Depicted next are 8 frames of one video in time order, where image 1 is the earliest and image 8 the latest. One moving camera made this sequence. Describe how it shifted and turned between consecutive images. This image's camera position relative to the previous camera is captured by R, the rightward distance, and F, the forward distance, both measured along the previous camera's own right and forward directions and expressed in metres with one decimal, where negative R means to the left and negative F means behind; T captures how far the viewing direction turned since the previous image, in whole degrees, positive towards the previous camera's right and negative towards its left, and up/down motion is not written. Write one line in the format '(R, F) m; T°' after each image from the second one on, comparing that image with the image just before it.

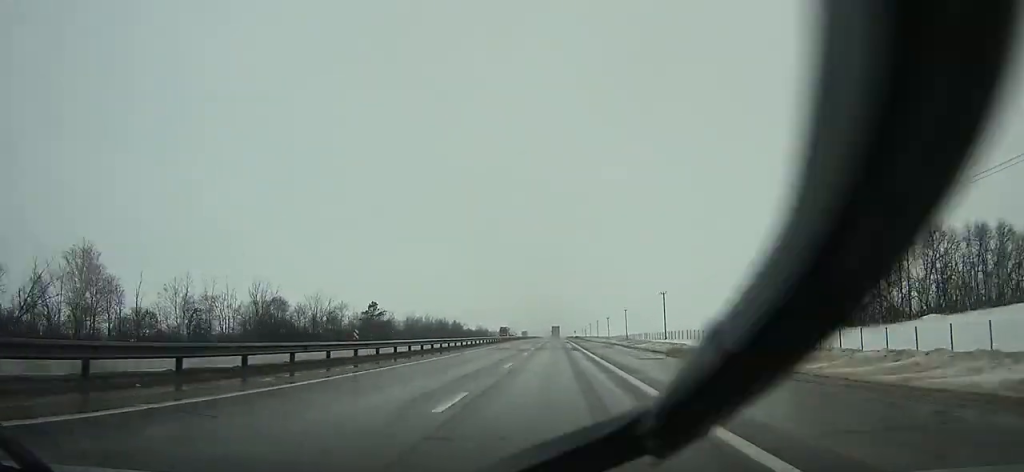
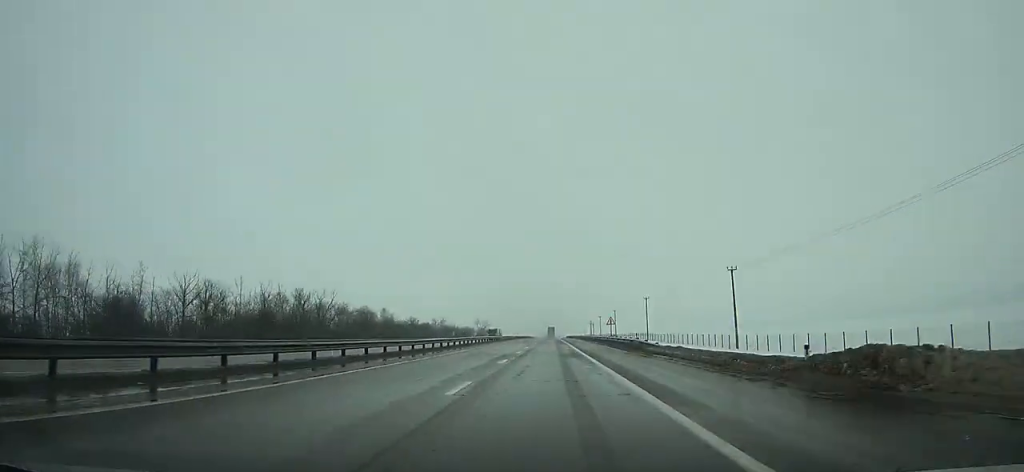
(+0.1, +165.2) m; 0°
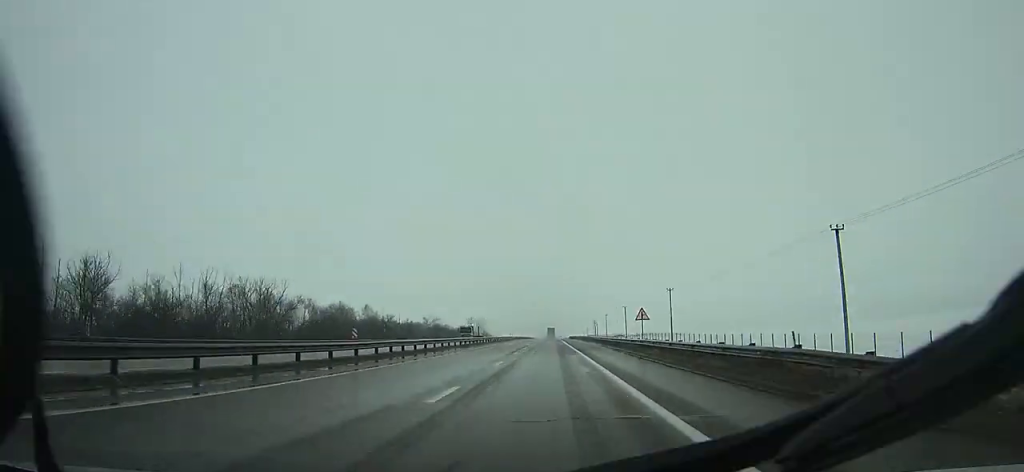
(+0.1, +25.3) m; 0°
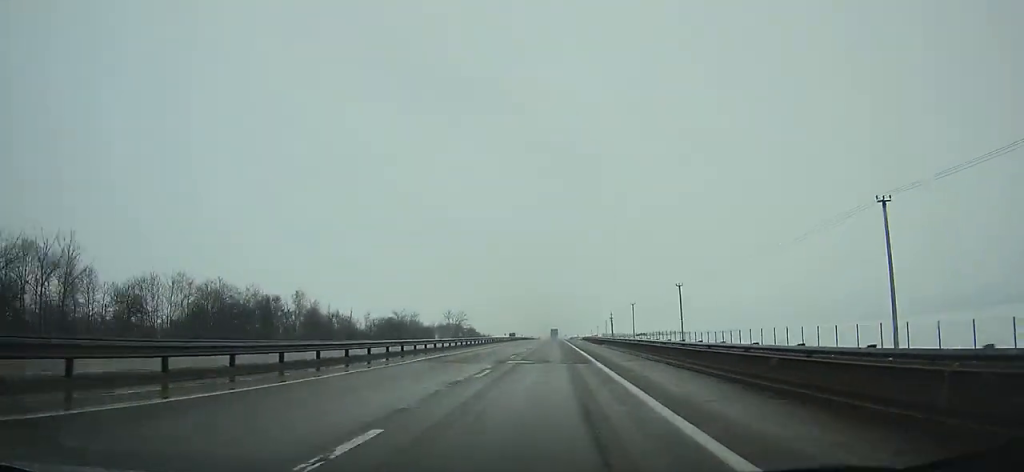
(-0.1, +67.7) m; 0°
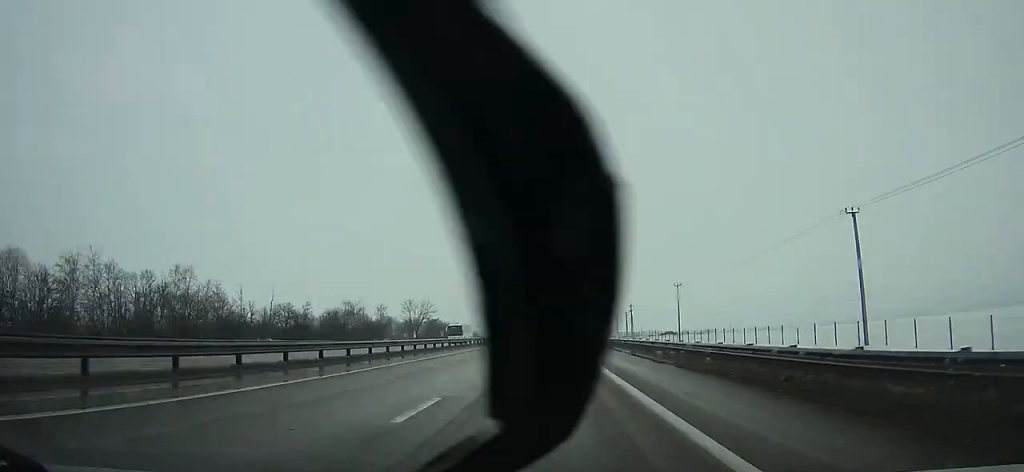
(-0.1, +57.4) m; 0°
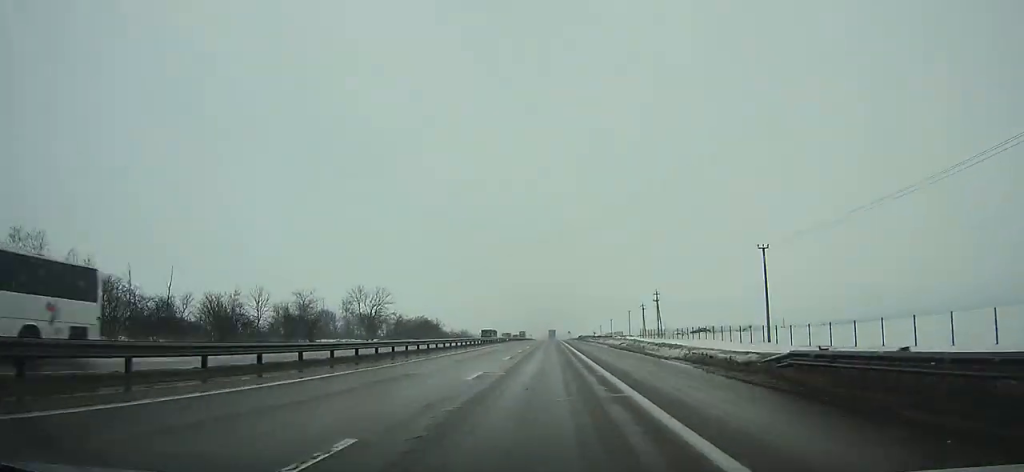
(0.0, +40.8) m; 0°
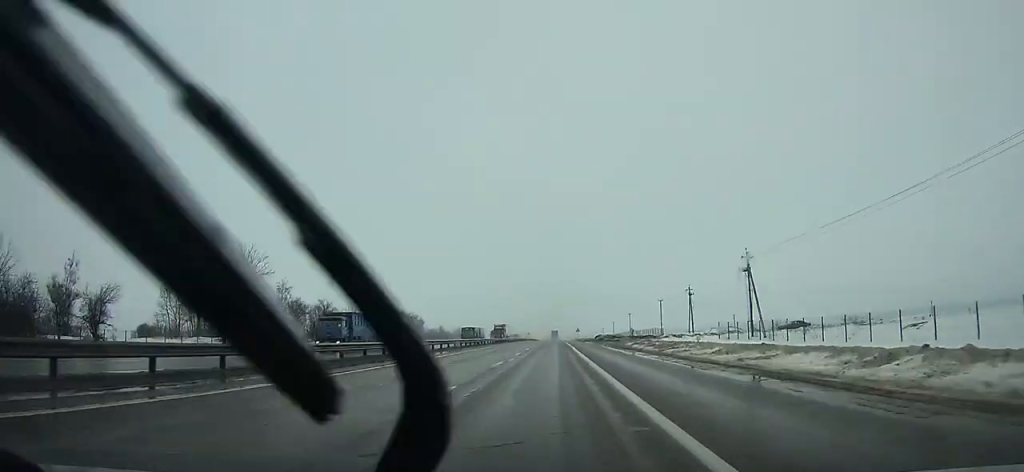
(0.0, +54.0) m; 0°
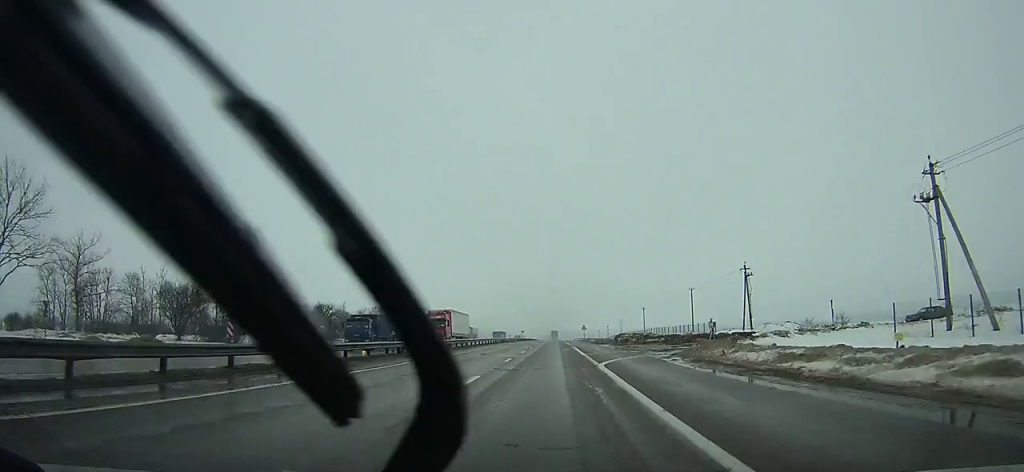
(0.0, +32.6) m; 0°
